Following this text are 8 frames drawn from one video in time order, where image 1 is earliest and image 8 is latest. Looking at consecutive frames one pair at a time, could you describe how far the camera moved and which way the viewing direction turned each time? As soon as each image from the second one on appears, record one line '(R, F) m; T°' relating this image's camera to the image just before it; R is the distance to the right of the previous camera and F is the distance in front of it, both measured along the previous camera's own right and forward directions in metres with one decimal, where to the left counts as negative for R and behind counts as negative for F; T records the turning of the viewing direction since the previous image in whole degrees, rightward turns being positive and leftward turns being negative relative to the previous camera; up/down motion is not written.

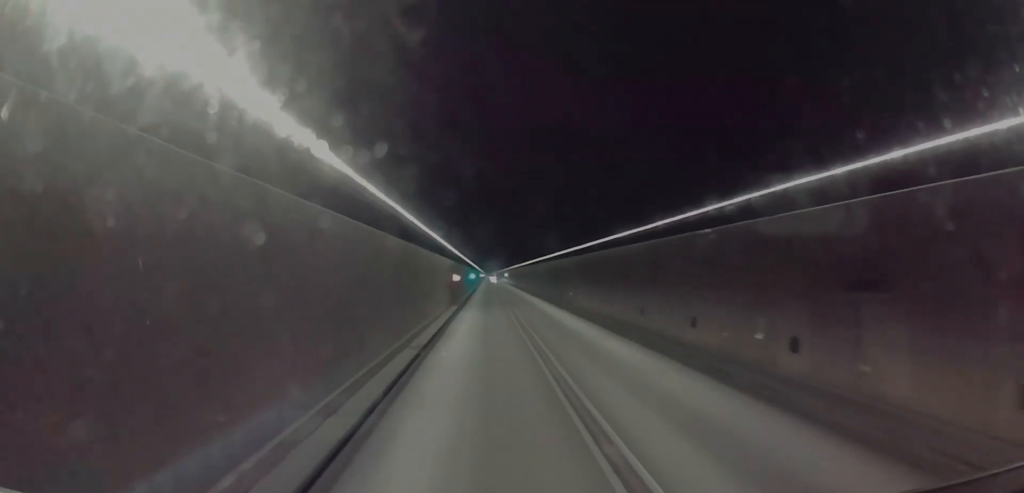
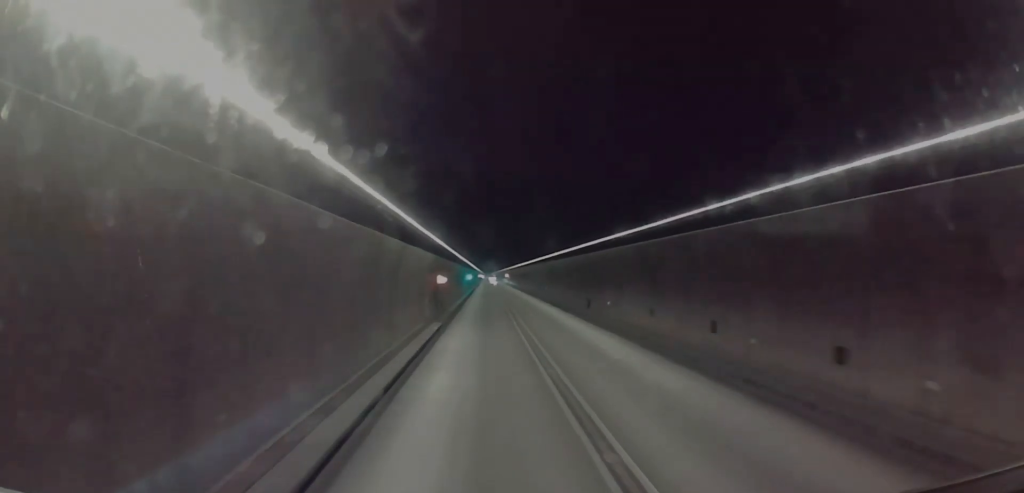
(0.0, +16.4) m; 0°
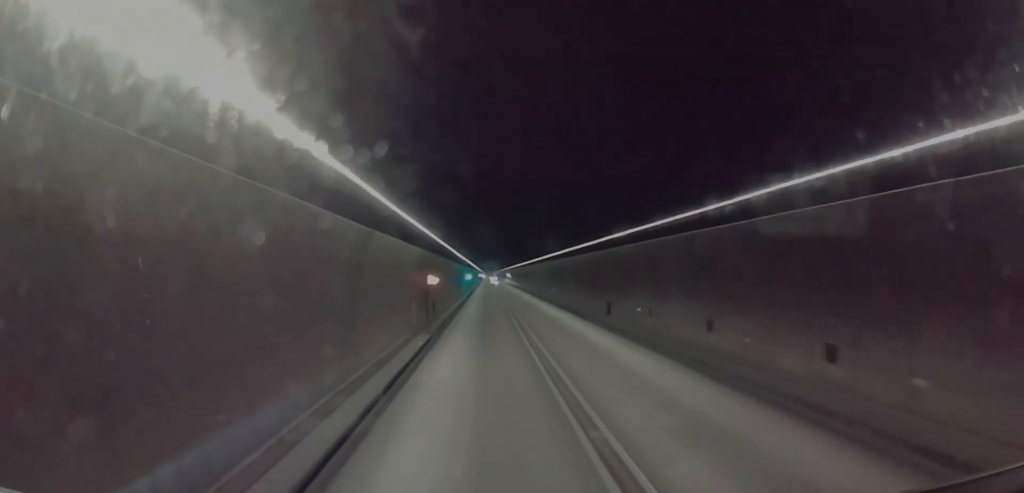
(0.0, +7.2) m; 0°
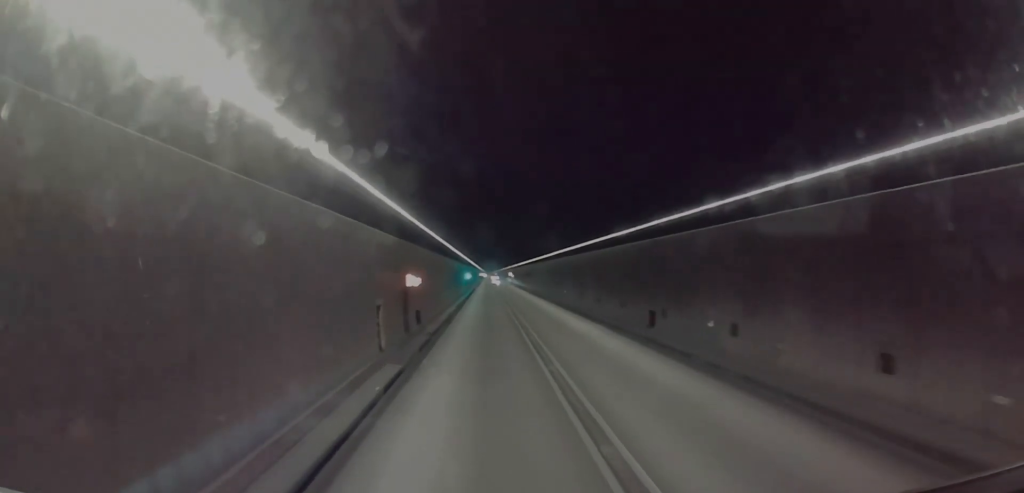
(0.0, +8.9) m; 0°
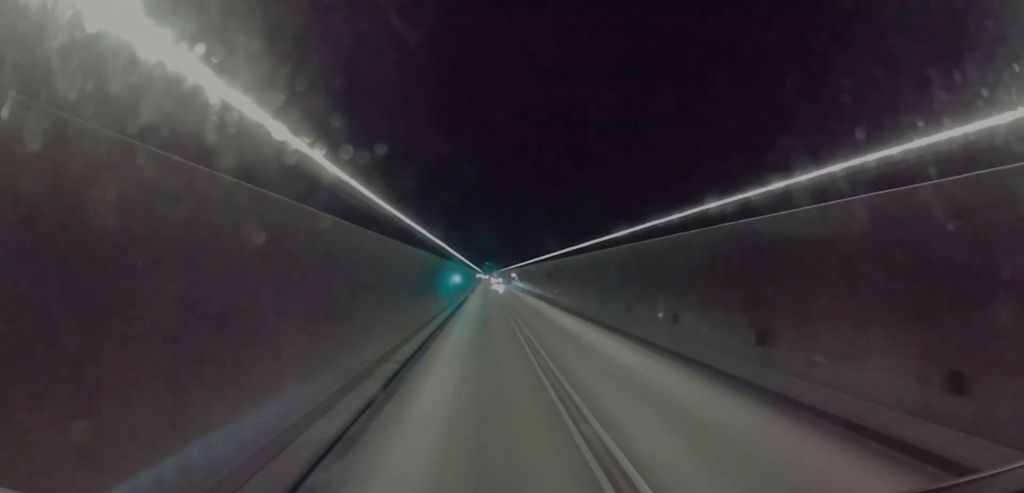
(0.0, +31.1) m; 0°
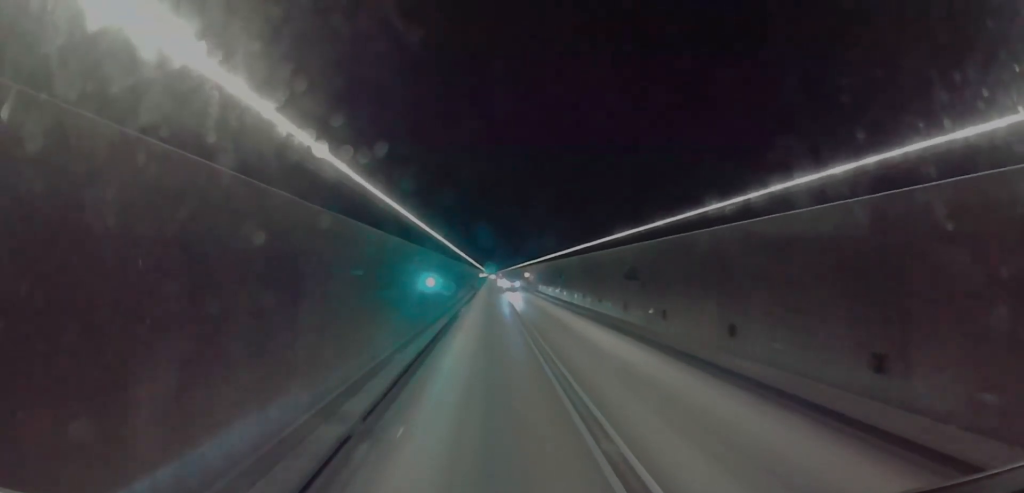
(+0.5, +34.0) m; +1°
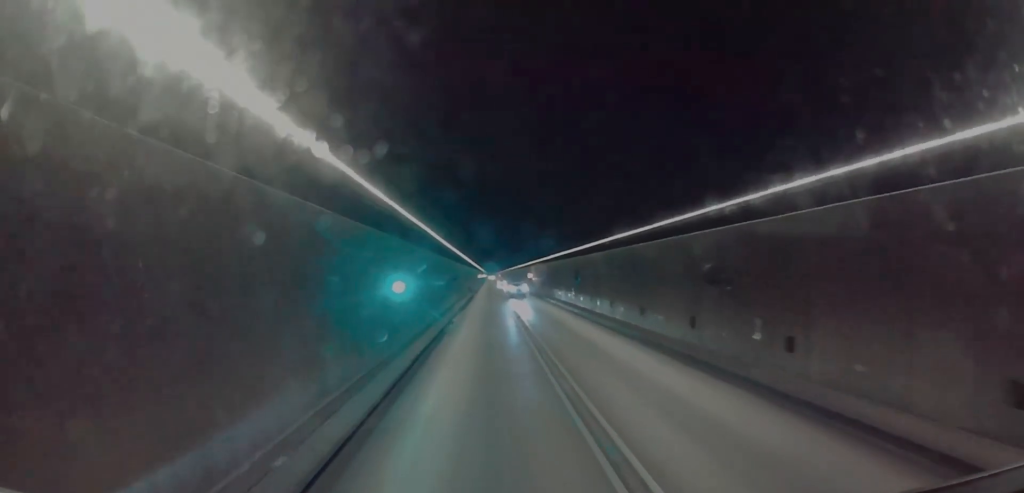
(0.0, +11.2) m; 0°
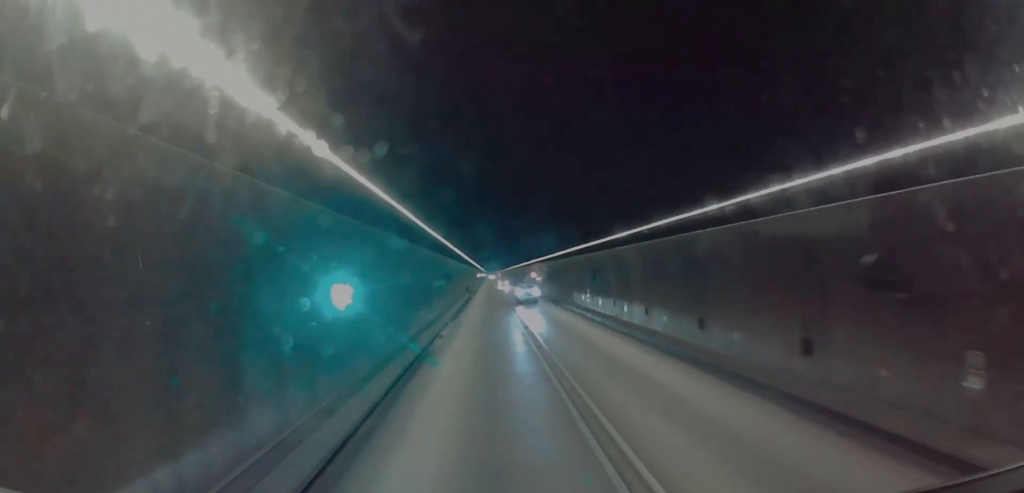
(+0.1, +7.8) m; 0°
